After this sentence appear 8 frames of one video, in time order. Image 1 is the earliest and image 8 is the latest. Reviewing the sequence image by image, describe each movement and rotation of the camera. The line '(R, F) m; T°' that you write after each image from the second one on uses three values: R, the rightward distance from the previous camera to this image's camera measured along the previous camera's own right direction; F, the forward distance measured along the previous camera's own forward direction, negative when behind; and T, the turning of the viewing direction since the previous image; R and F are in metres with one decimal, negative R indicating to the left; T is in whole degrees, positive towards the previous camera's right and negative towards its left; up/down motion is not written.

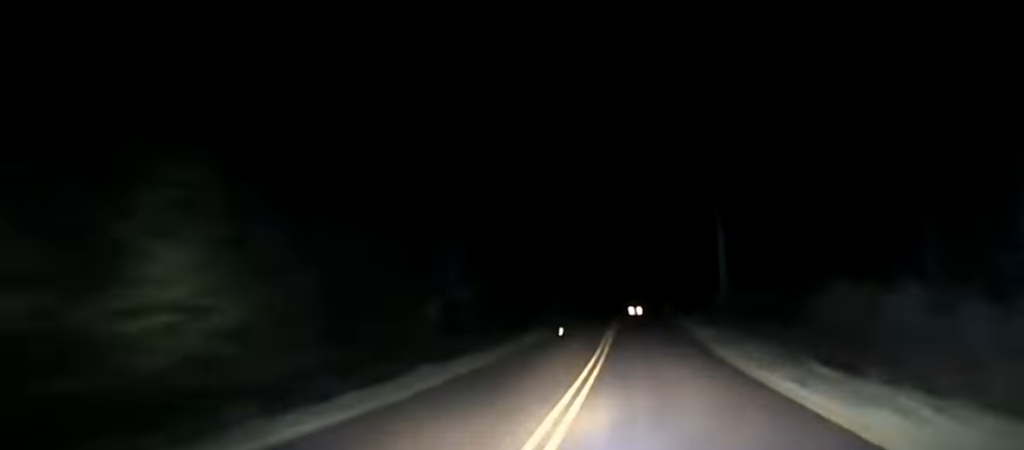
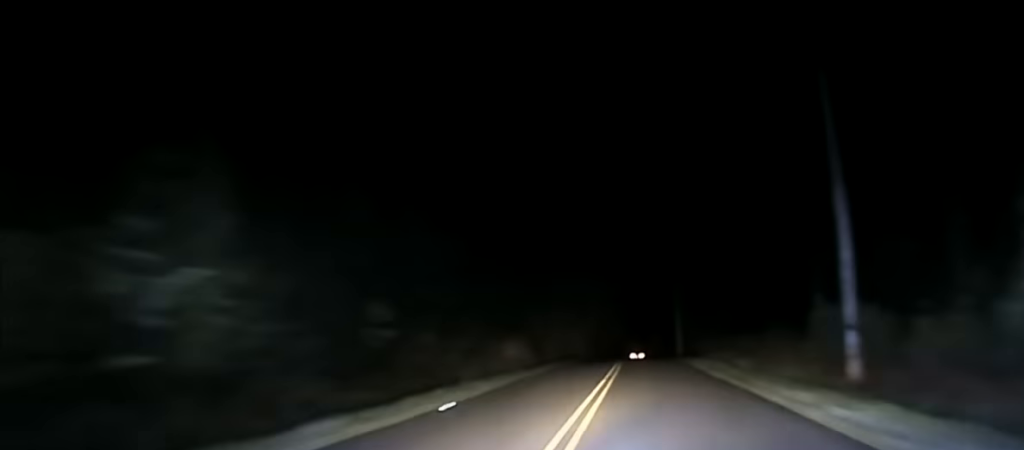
(-0.3, +29.5) m; -1°
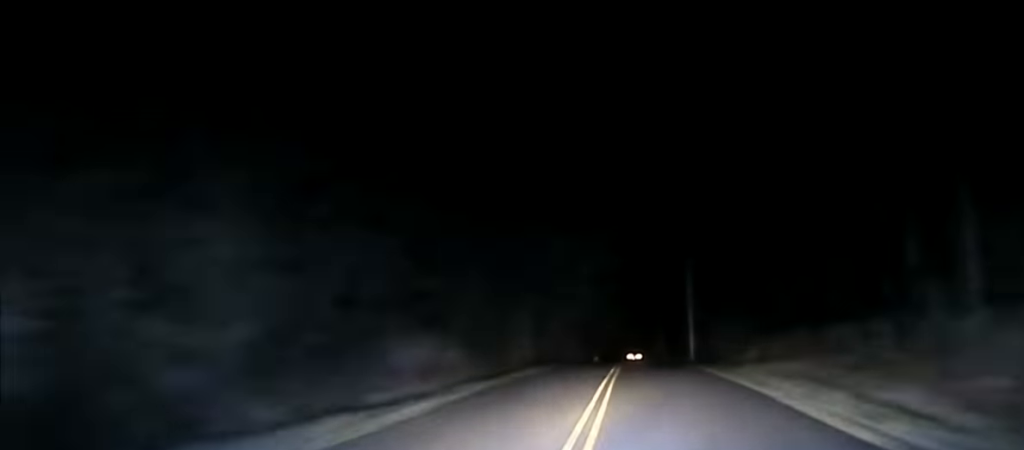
(-0.4, +23.9) m; 0°
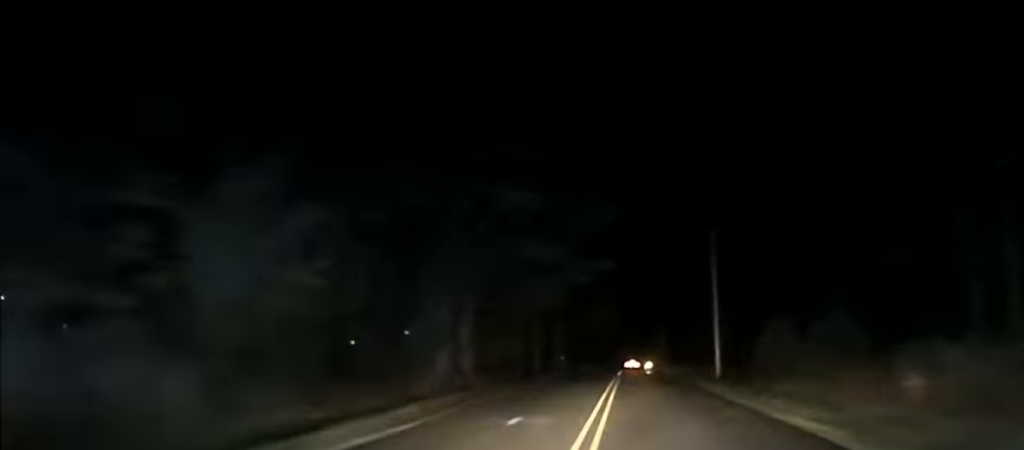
(+0.3, +25.2) m; +1°
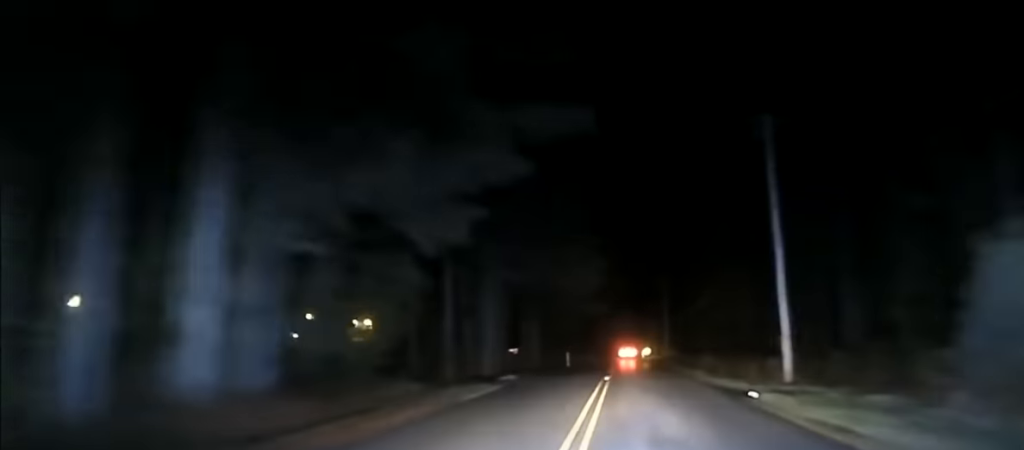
(+0.2, +26.8) m; 0°
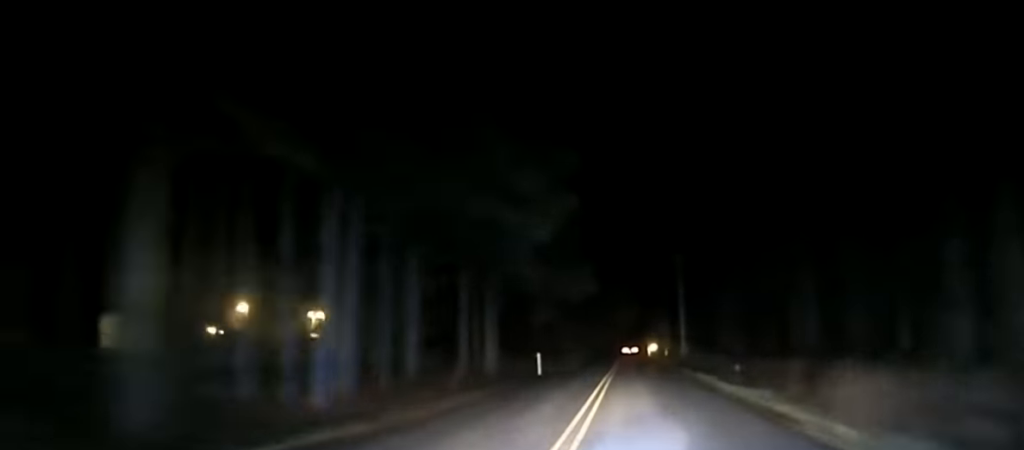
(+0.3, +29.9) m; 0°
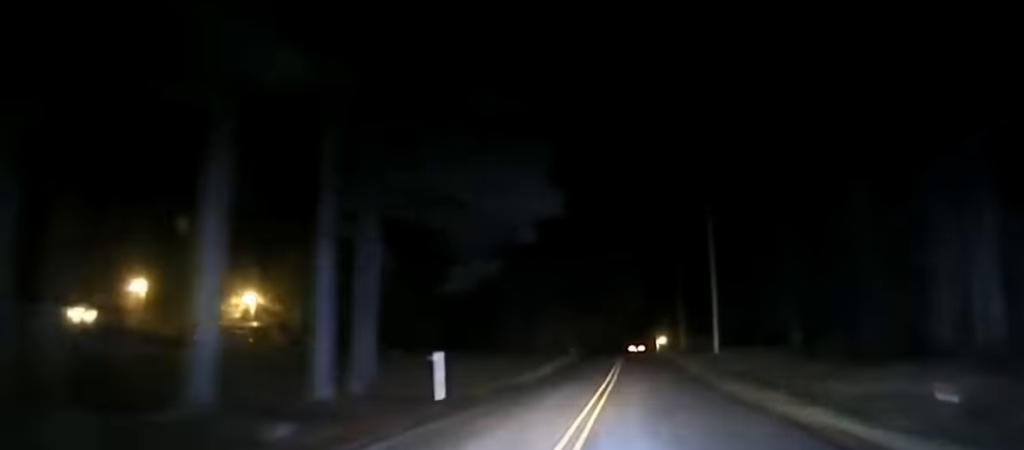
(-0.4, +31.1) m; 0°
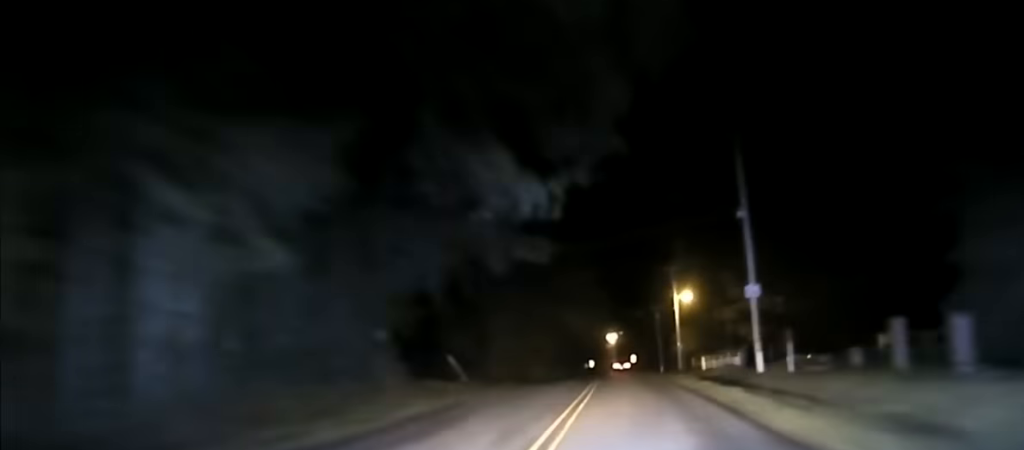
(0.0, +115.9) m; 0°
